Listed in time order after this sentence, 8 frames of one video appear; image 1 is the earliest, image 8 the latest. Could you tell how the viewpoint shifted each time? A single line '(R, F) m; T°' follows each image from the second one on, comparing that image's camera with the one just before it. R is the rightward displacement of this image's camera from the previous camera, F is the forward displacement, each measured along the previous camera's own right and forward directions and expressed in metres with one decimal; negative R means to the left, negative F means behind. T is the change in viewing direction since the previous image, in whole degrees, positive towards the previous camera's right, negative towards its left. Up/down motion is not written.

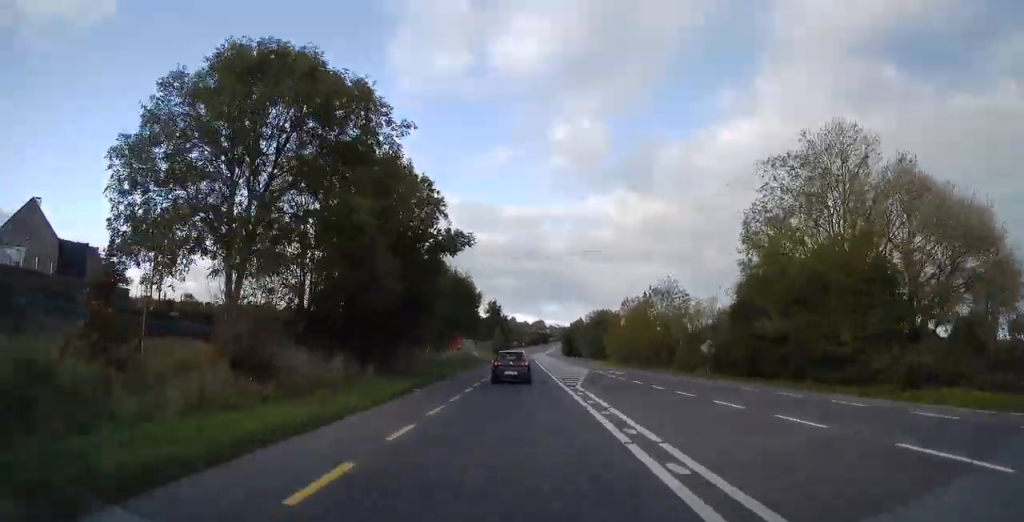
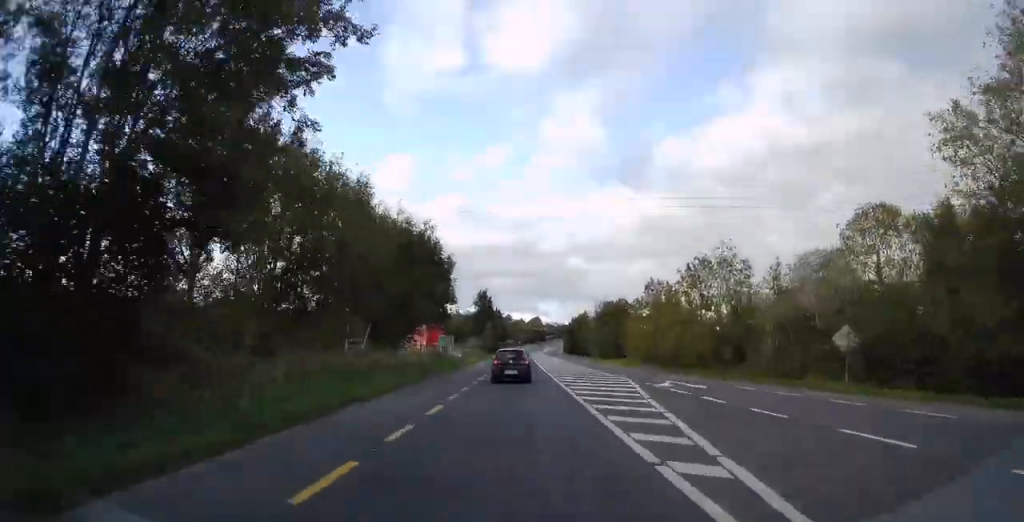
(-0.2, +19.2) m; -1°
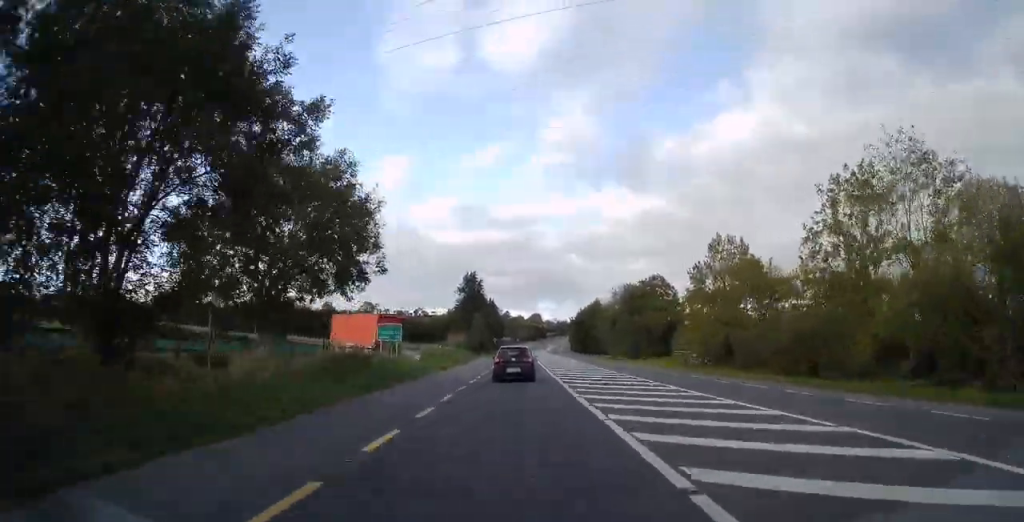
(-0.2, +23.8) m; -1°
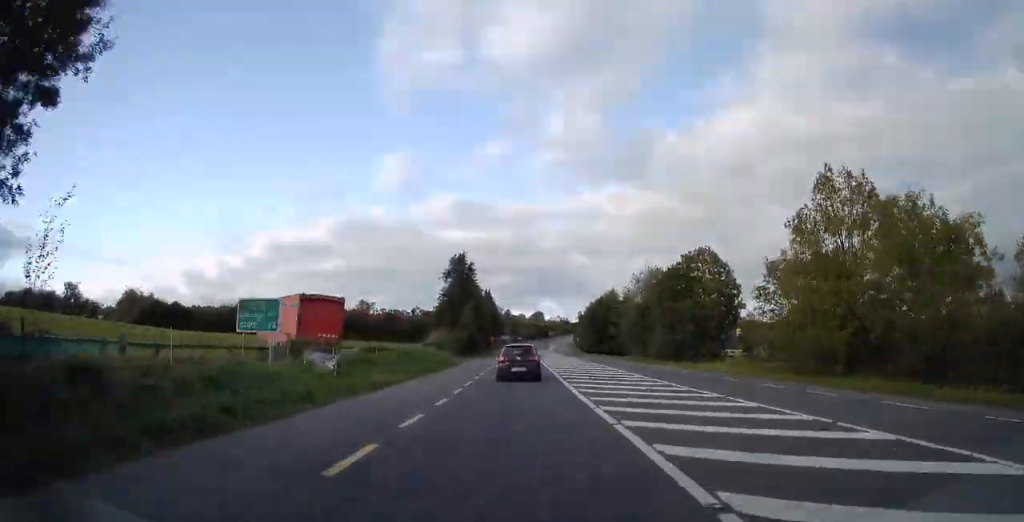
(-0.1, +16.9) m; -1°
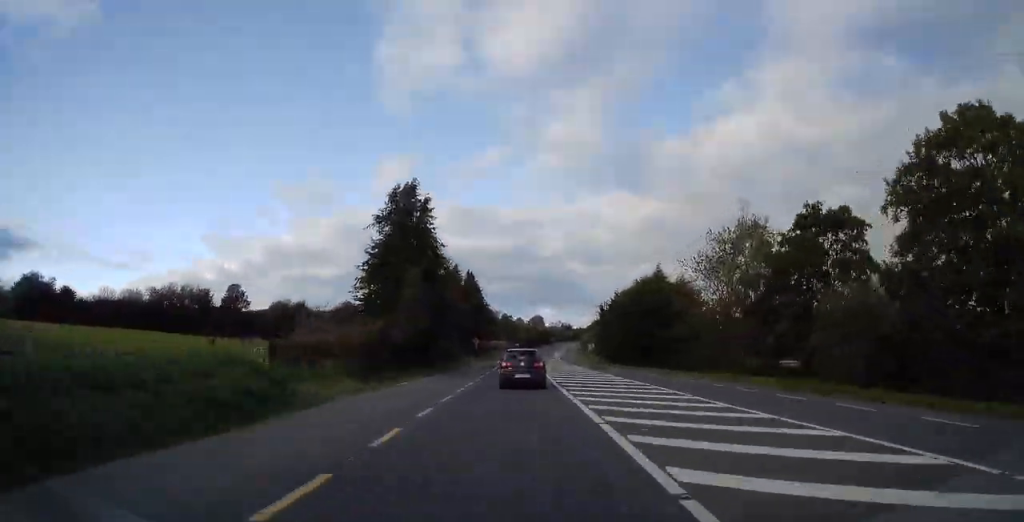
(-0.3, +32.6) m; -1°
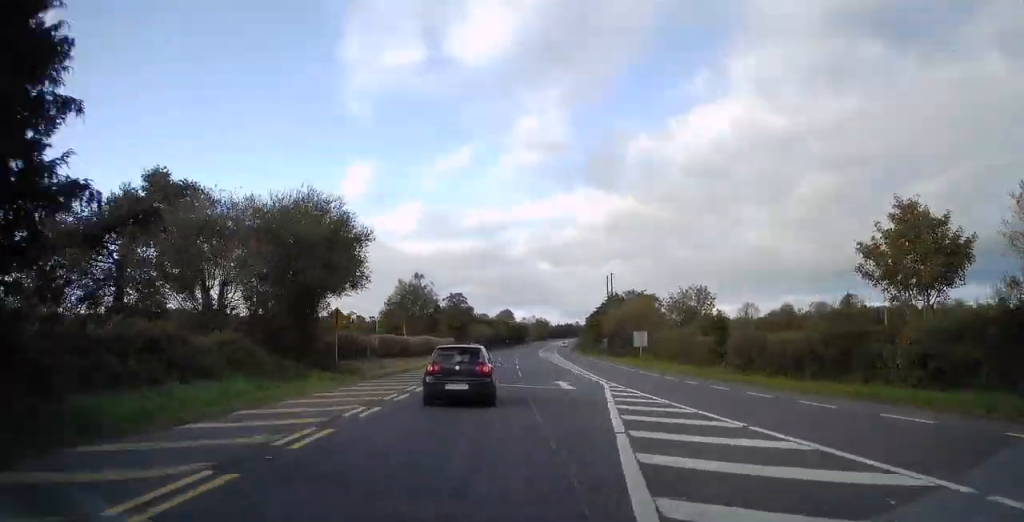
(-0.2, +77.4) m; 0°
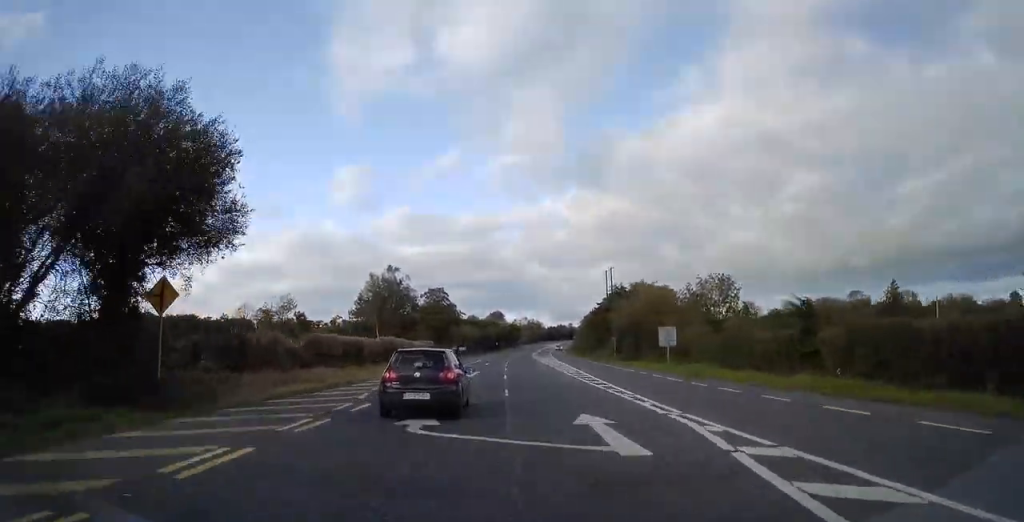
(0.0, +13.5) m; 0°
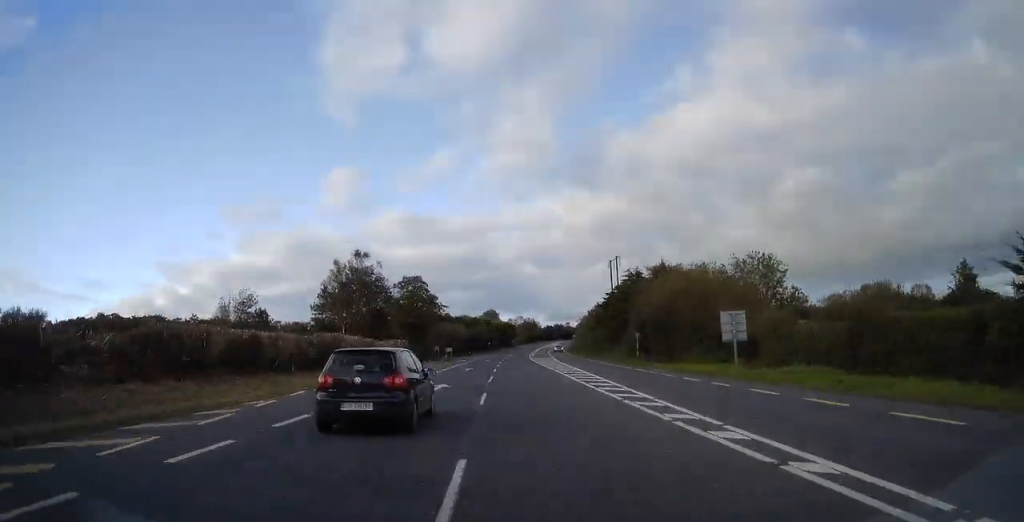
(0.0, +14.5) m; 0°
